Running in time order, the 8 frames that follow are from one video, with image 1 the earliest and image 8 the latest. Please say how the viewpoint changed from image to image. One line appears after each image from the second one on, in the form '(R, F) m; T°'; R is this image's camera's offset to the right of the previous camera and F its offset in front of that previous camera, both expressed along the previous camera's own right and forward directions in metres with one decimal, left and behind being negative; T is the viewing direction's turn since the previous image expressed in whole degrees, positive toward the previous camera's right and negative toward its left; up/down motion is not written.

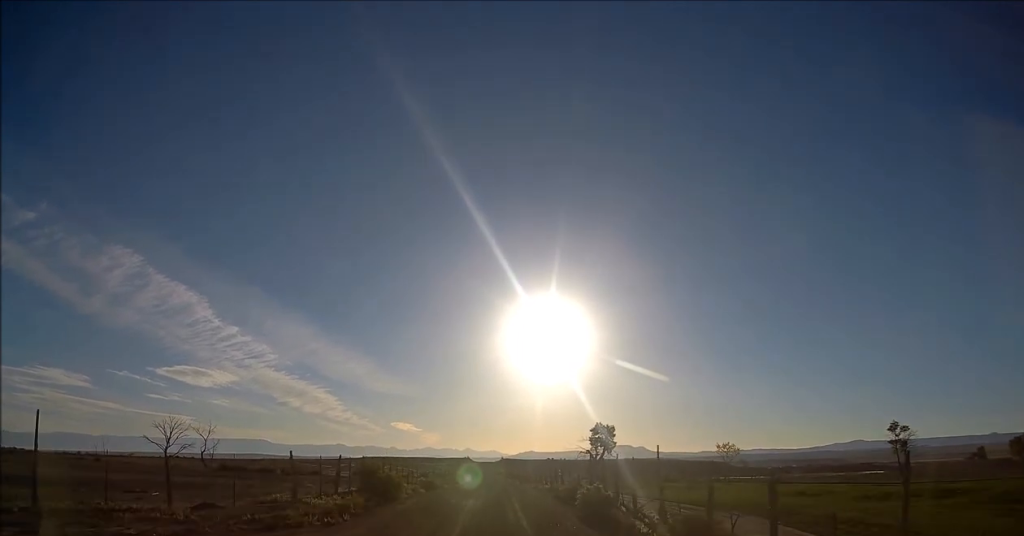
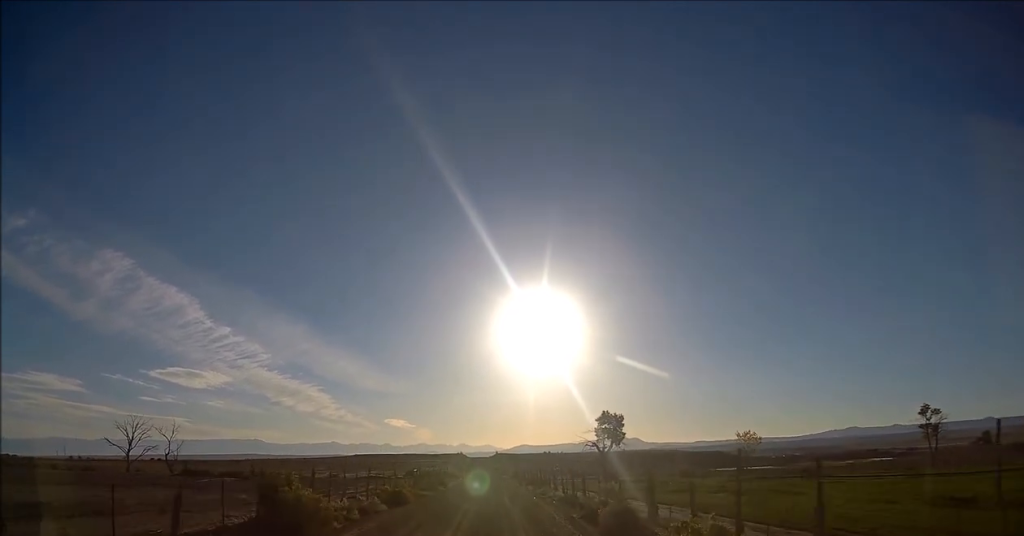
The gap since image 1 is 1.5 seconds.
(+0.1, +14.1) m; 0°
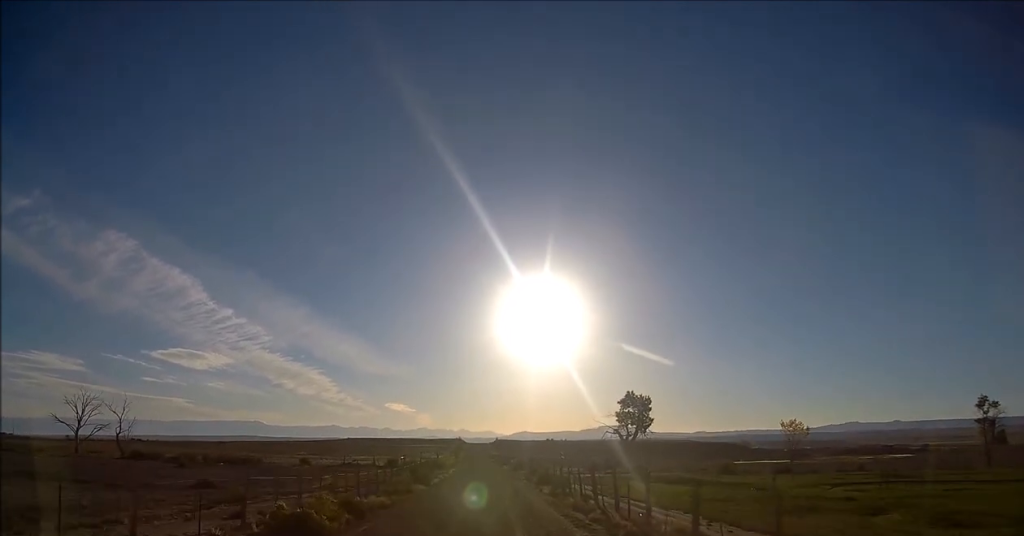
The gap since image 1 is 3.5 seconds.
(-0.3, +17.7) m; -2°
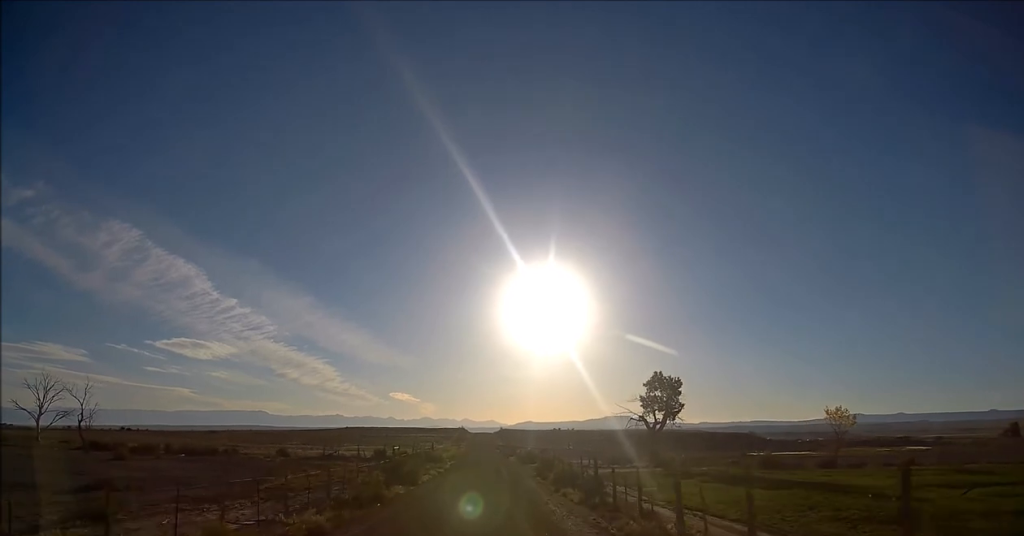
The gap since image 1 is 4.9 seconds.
(-0.1, +12.0) m; -1°
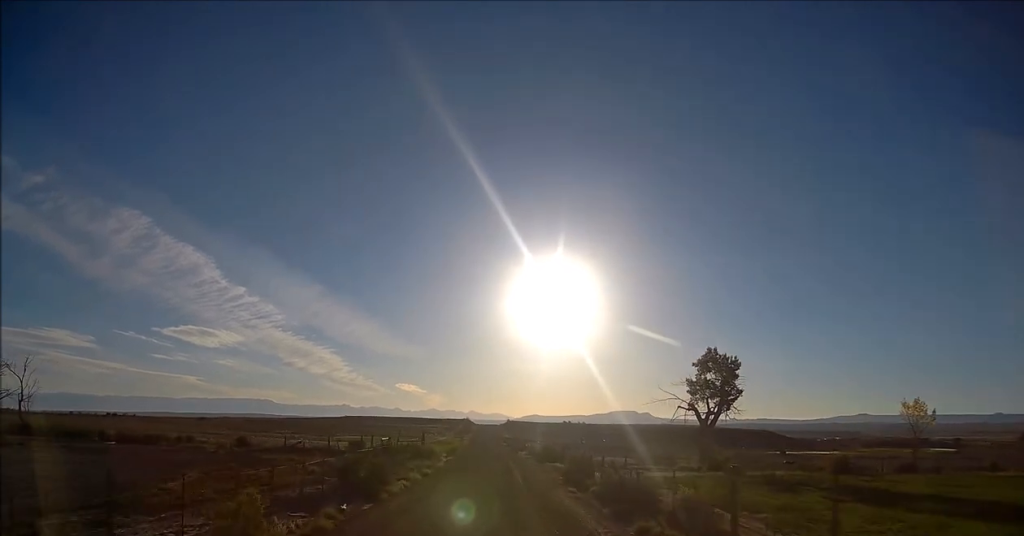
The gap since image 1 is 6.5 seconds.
(-0.1, +16.5) m; -1°
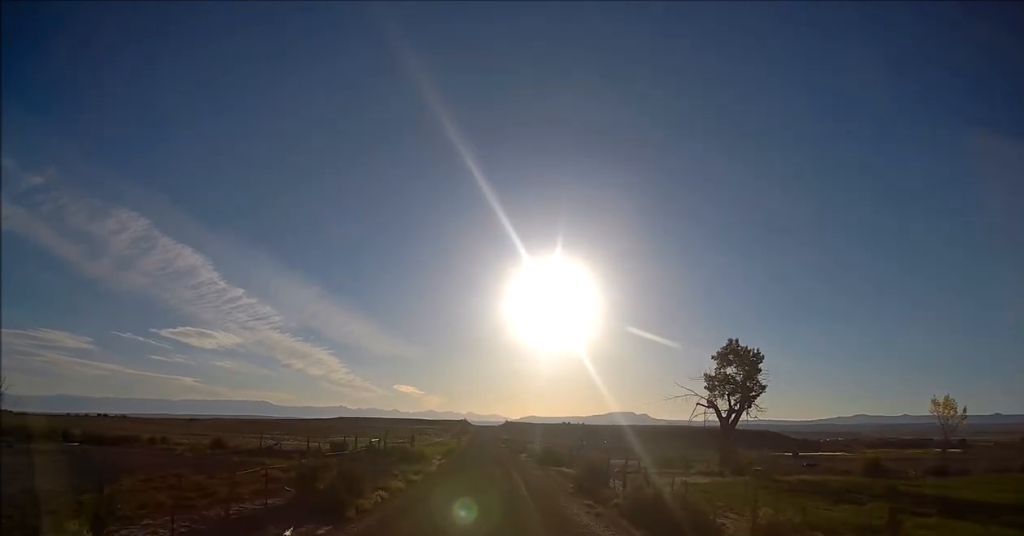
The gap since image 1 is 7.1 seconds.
(0.0, +6.0) m; 0°
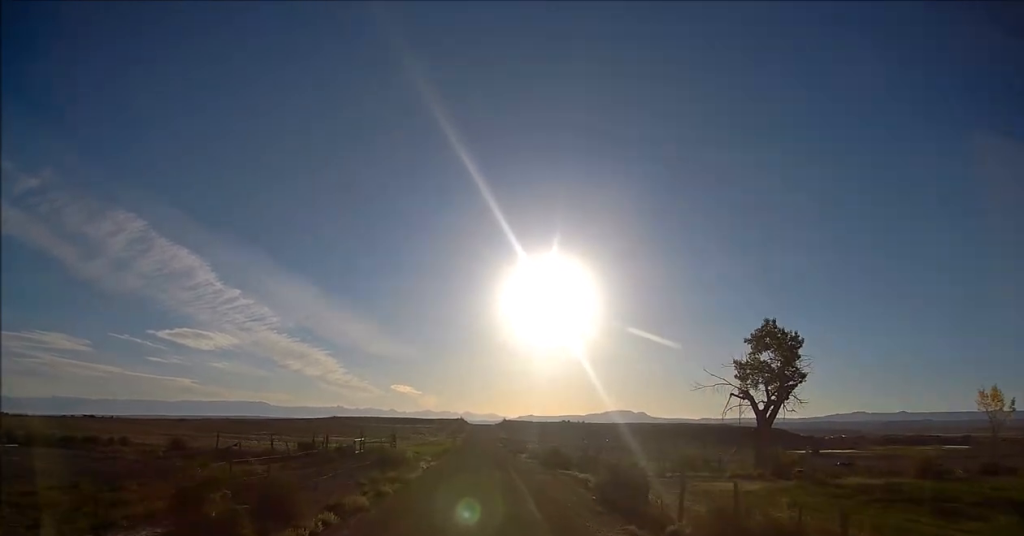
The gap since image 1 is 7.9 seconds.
(0.0, +8.0) m; +1°
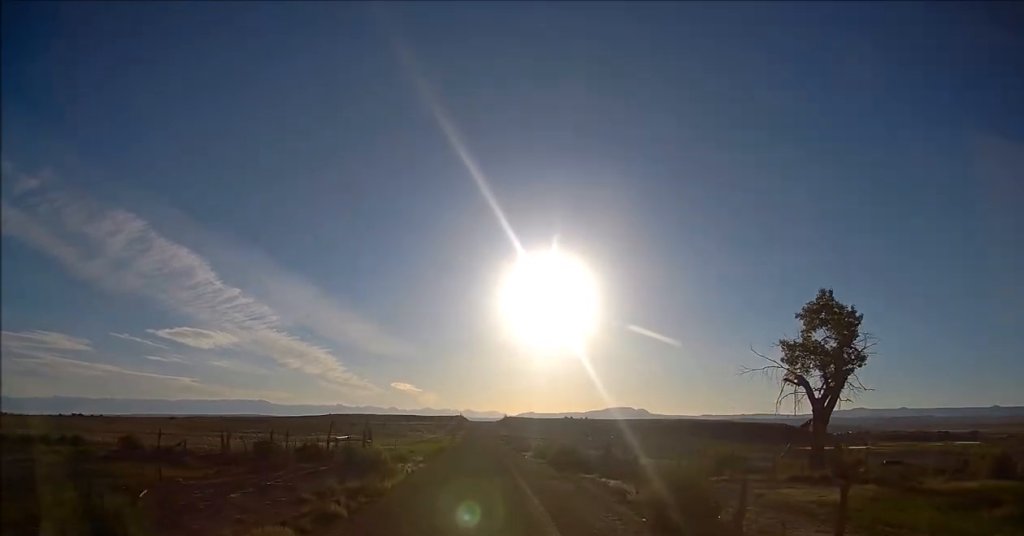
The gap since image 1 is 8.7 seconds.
(+0.1, +7.8) m; 0°
